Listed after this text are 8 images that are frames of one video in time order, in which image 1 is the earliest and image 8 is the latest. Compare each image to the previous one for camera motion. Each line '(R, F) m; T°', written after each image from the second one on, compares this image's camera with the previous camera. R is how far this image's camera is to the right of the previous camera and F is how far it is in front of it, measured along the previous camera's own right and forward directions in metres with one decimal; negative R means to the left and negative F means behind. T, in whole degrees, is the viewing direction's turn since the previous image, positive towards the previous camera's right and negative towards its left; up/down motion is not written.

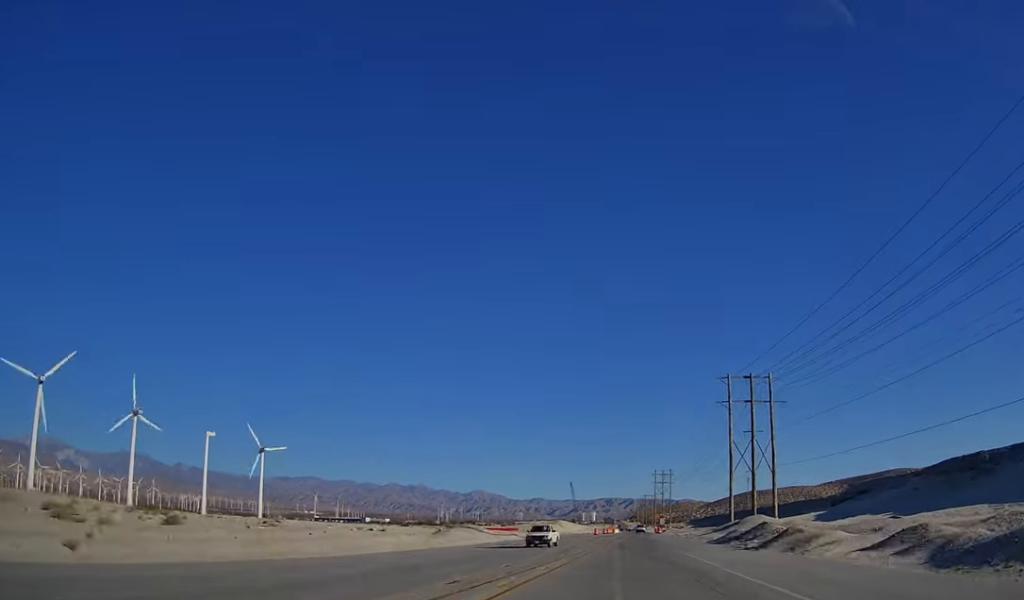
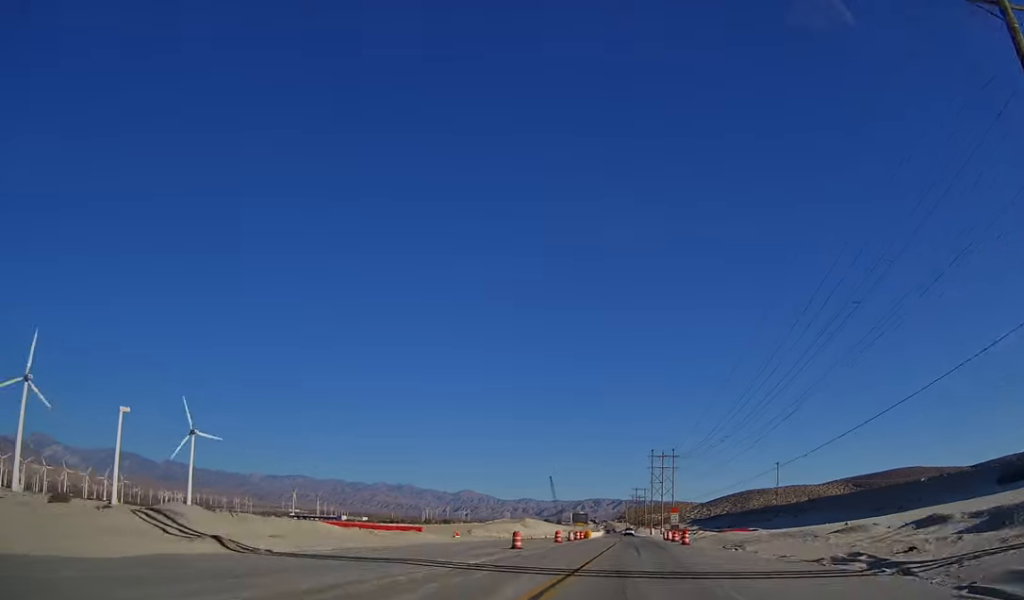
(+0.4, +70.2) m; +1°
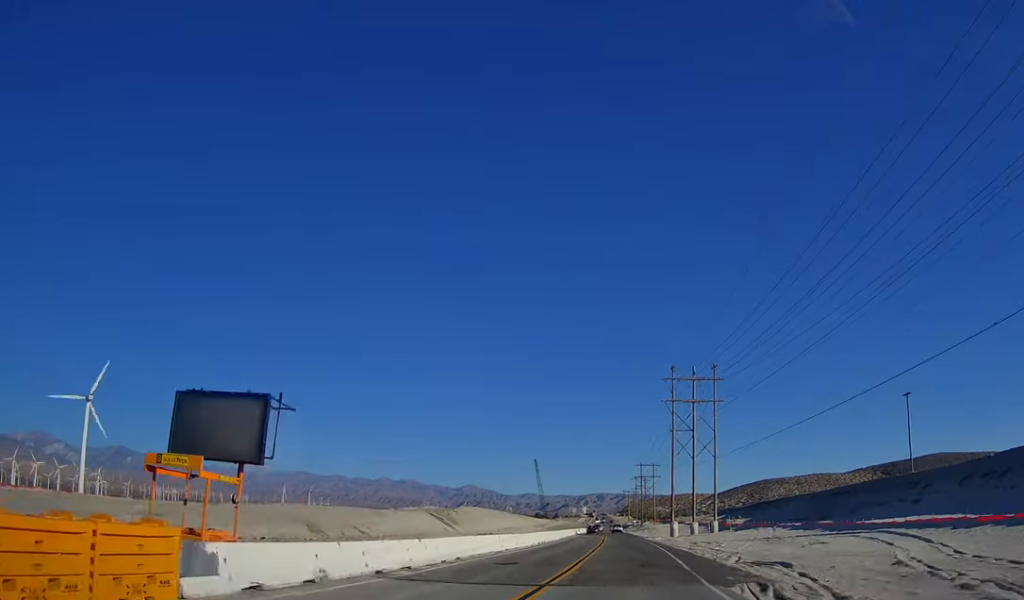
(+1.2, +95.9) m; +1°
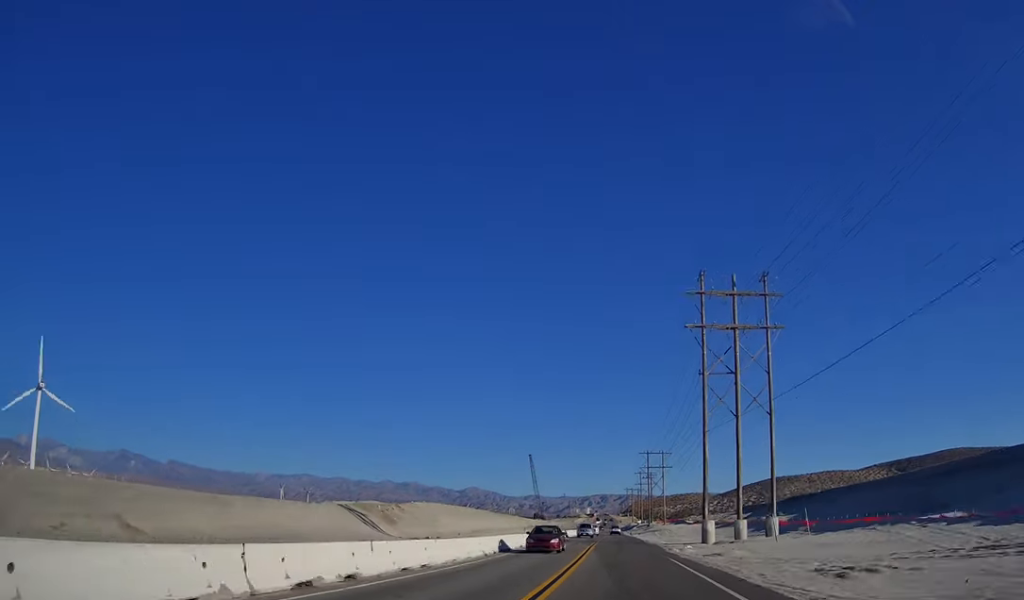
(+0.1, +37.4) m; -1°
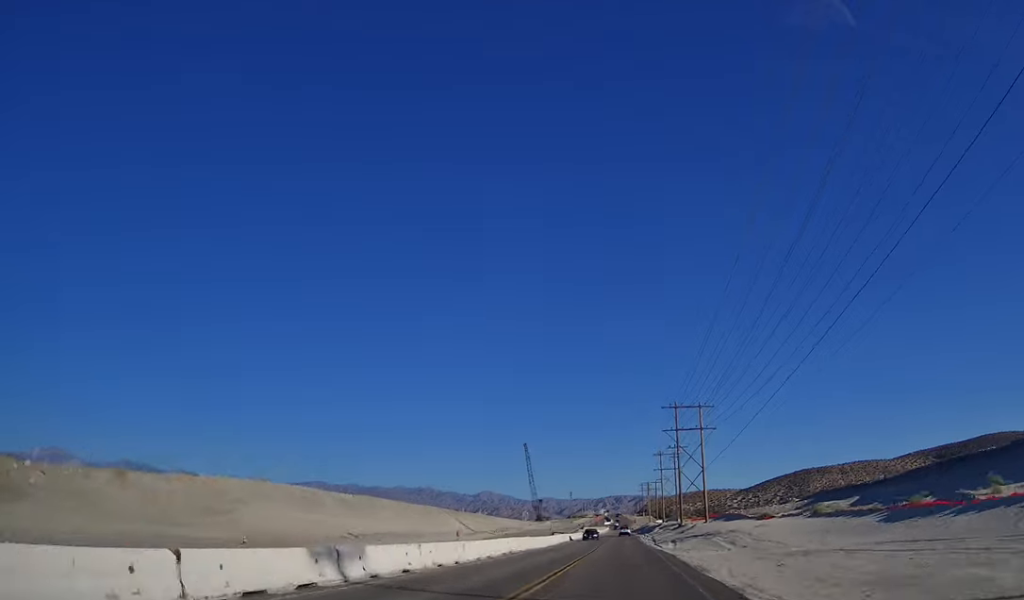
(-0.9, +67.3) m; 0°
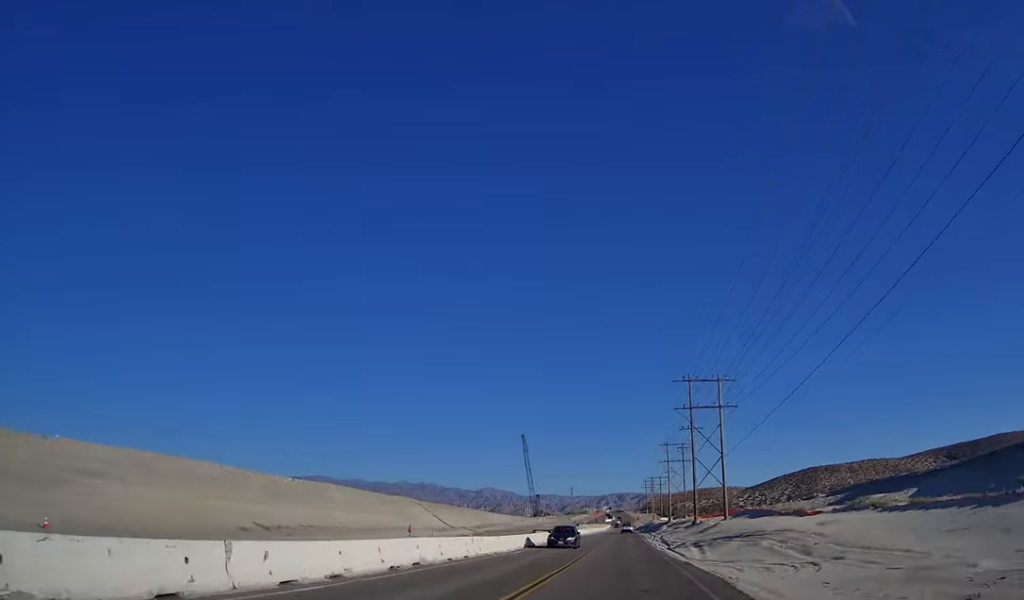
(+0.2, +18.7) m; 0°
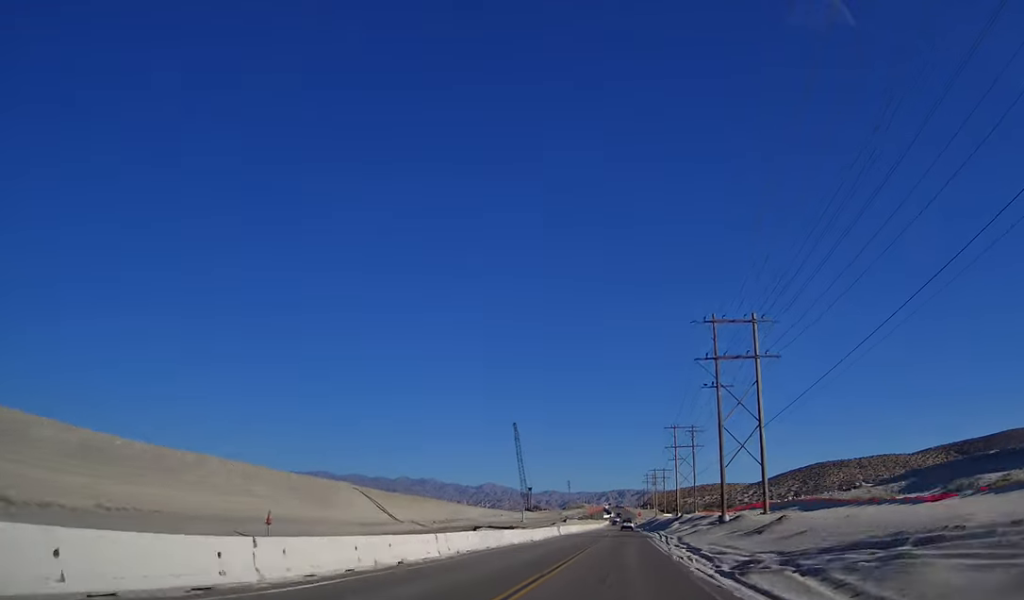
(-0.2, +24.0) m; 0°
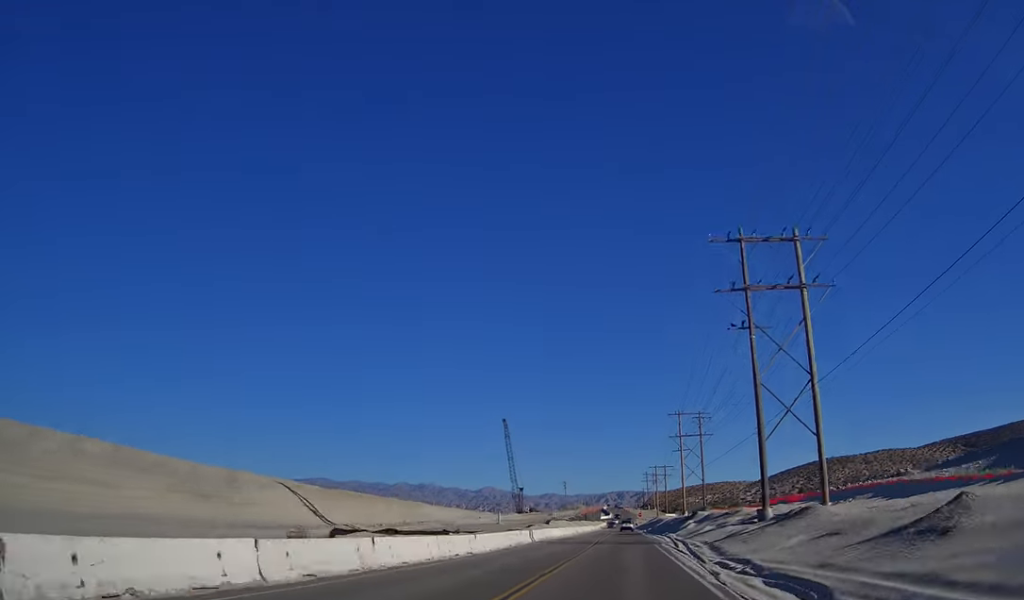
(0.0, +18.5) m; 0°
